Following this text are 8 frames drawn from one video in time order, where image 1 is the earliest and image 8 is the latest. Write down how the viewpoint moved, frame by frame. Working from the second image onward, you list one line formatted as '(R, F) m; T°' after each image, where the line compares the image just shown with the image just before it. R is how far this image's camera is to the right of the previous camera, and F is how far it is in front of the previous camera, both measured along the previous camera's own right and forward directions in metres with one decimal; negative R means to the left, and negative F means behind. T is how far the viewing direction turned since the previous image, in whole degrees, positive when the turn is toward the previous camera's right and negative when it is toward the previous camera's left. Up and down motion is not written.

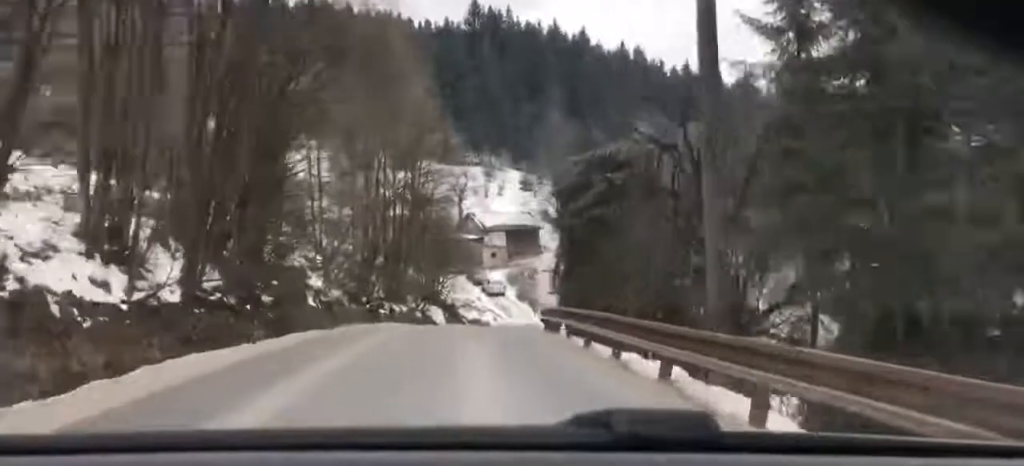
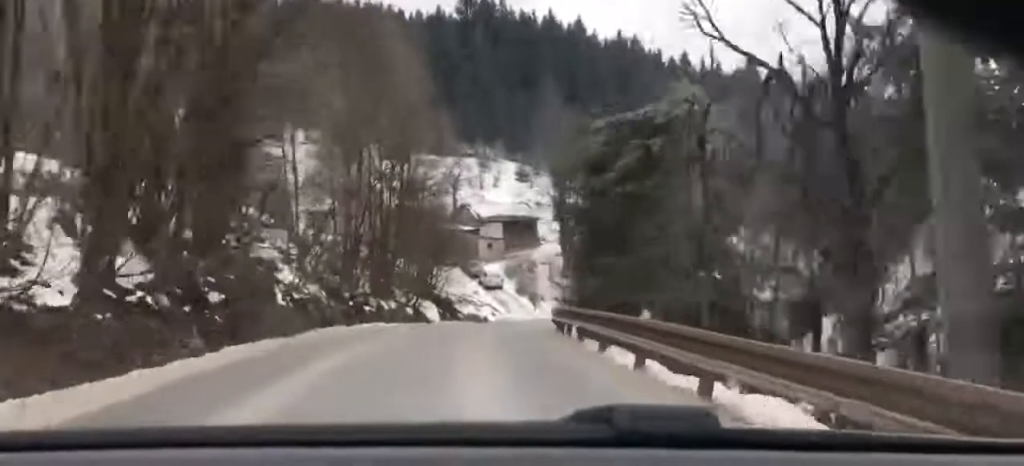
(+0.1, +5.0) m; +2°
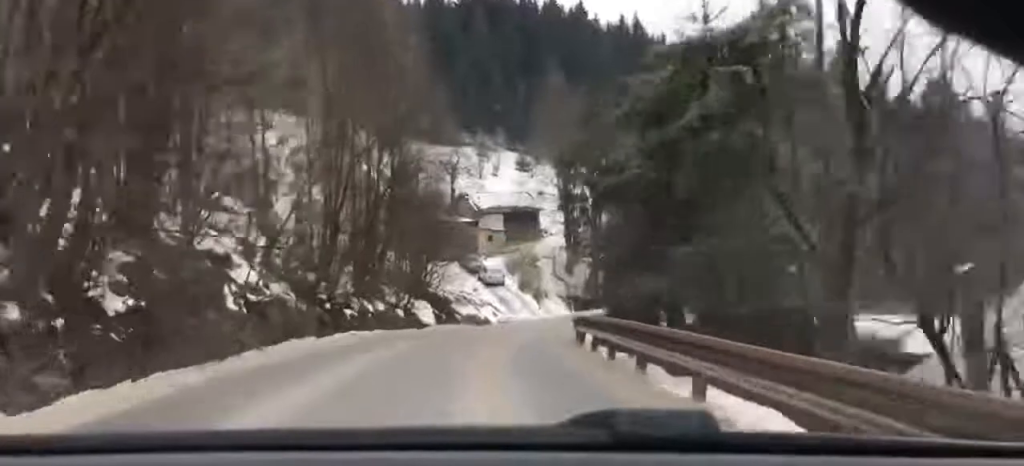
(+0.1, +6.2) m; +2°
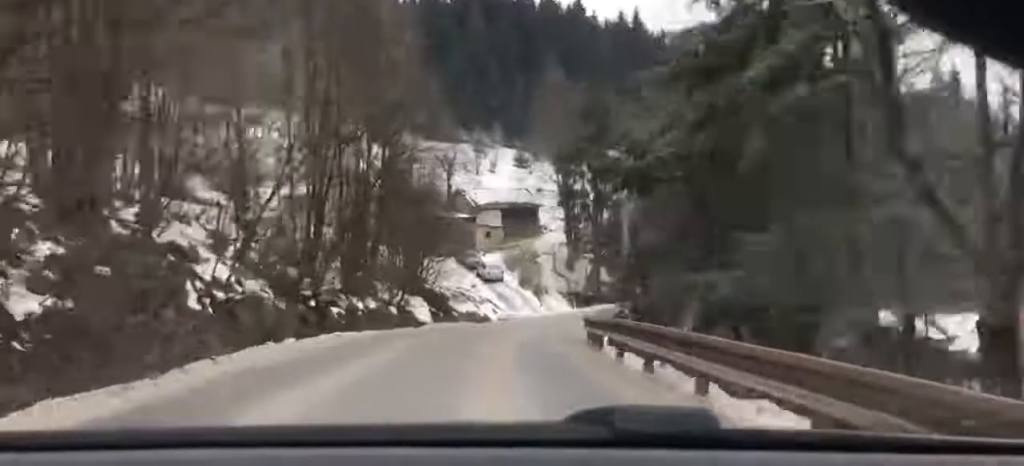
(0.0, +3.2) m; +1°
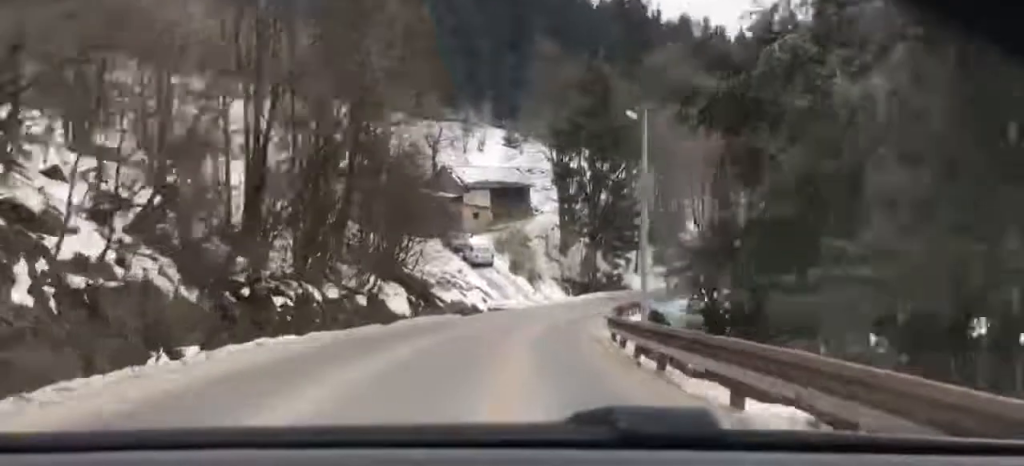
(+0.3, +7.8) m; +1°
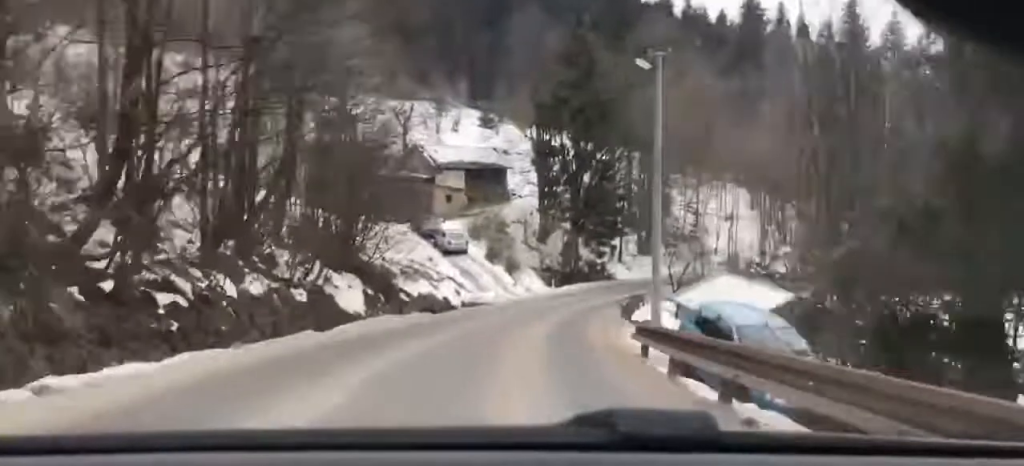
(-0.1, +7.2) m; 0°
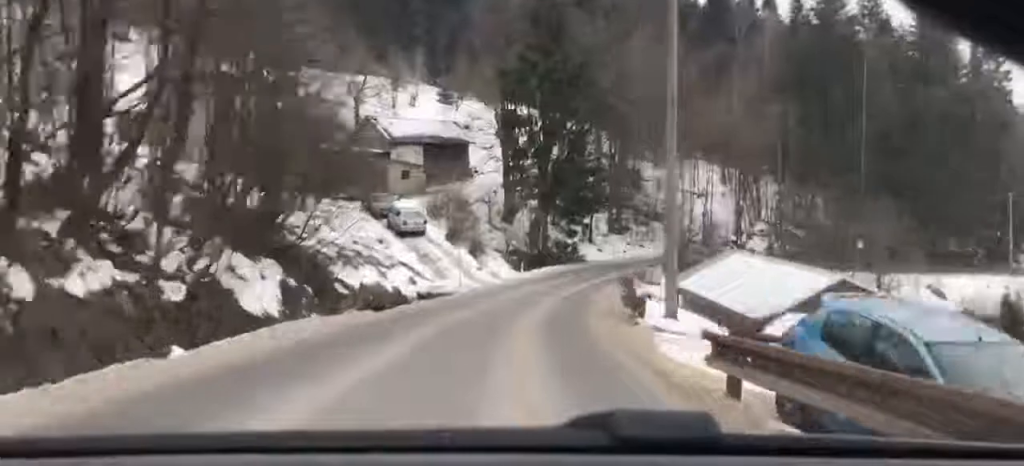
(0.0, +6.4) m; +1°
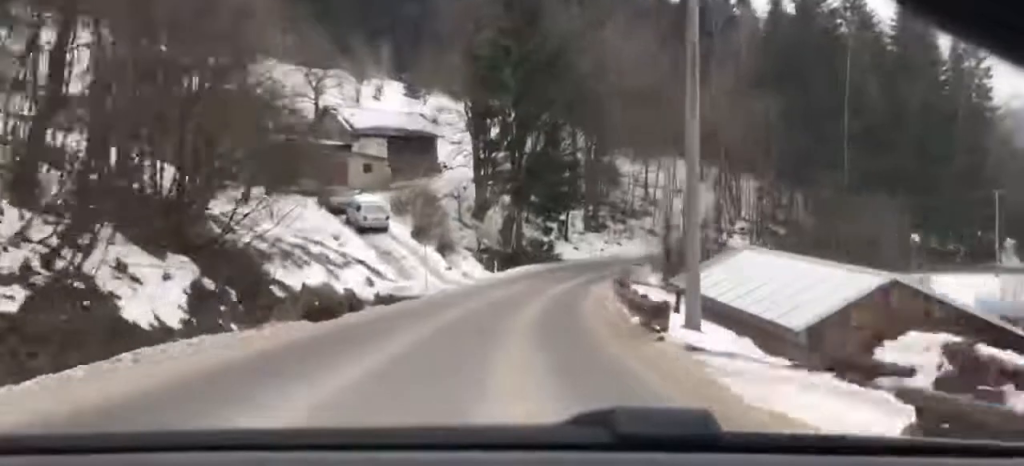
(0.0, +3.6) m; +1°
